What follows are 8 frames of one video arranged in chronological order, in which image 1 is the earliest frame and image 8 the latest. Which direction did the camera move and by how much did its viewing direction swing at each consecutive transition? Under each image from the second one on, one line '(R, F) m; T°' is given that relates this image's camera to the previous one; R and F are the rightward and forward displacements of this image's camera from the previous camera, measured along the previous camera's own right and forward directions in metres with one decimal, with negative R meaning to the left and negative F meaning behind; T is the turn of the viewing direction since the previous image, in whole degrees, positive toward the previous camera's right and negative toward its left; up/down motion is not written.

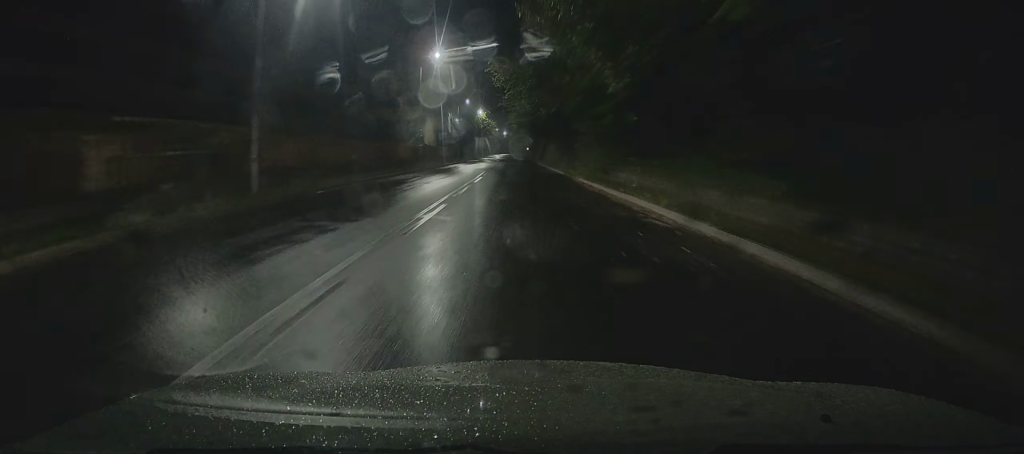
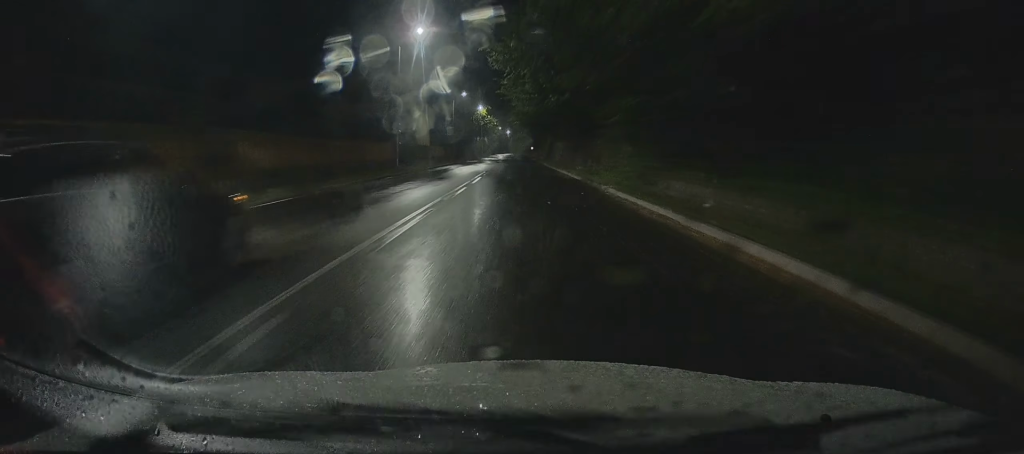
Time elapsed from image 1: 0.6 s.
(+0.2, +10.7) m; 0°
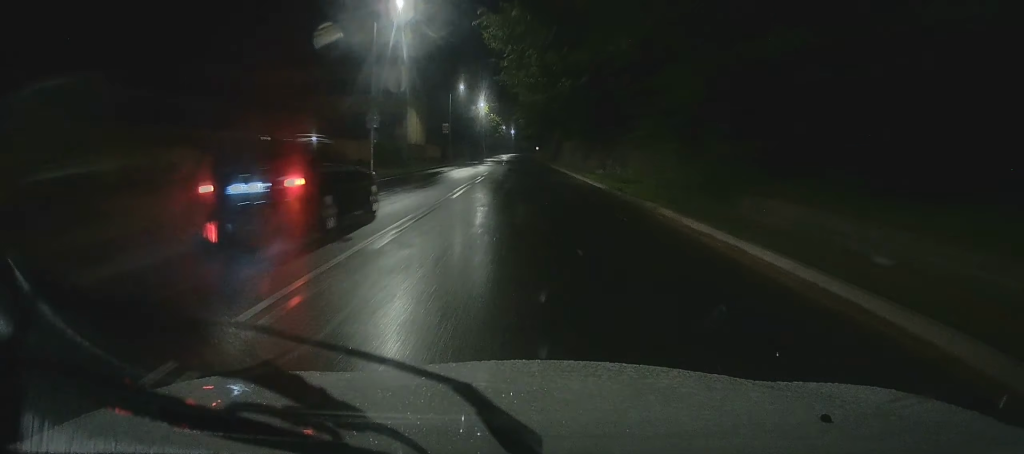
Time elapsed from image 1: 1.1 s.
(-0.1, +8.5) m; -1°
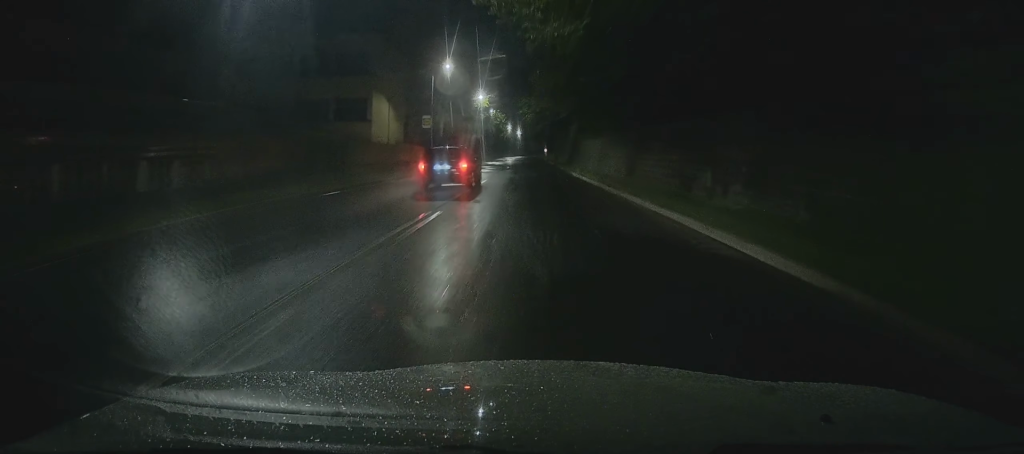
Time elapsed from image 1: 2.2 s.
(-0.2, +18.6) m; -1°
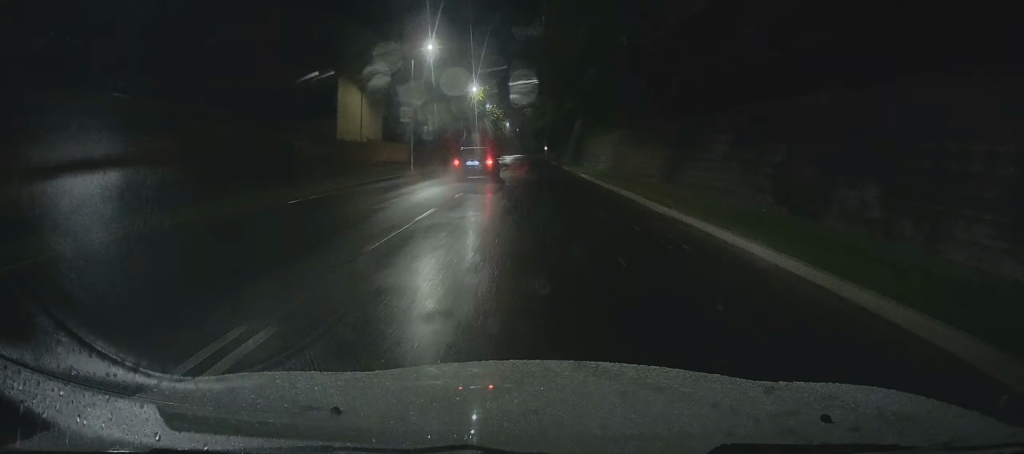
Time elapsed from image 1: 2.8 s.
(0.0, +9.0) m; 0°
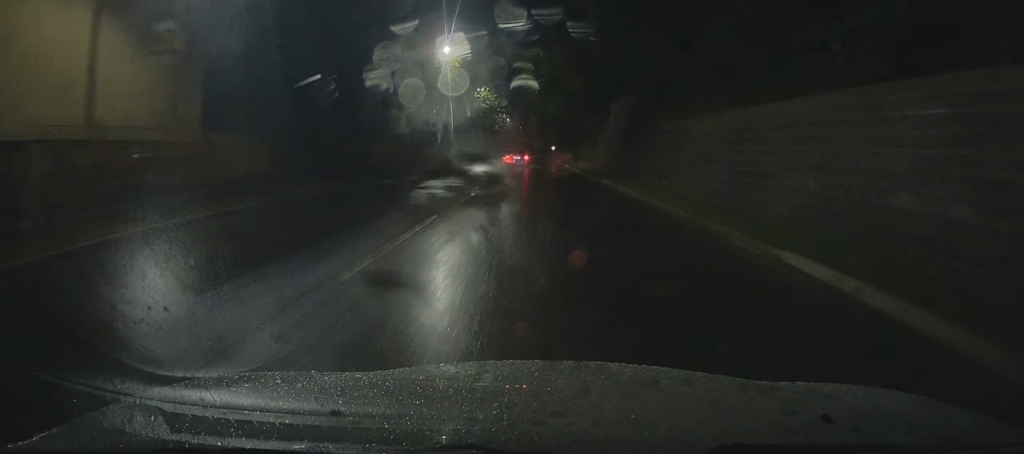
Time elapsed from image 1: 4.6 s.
(-0.4, +30.4) m; 0°
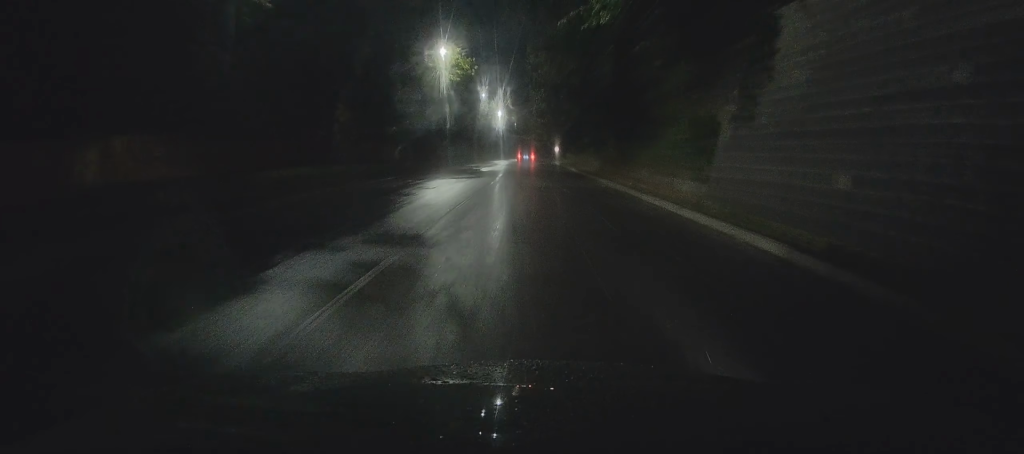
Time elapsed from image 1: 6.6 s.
(+0.8, +32.3) m; +1°
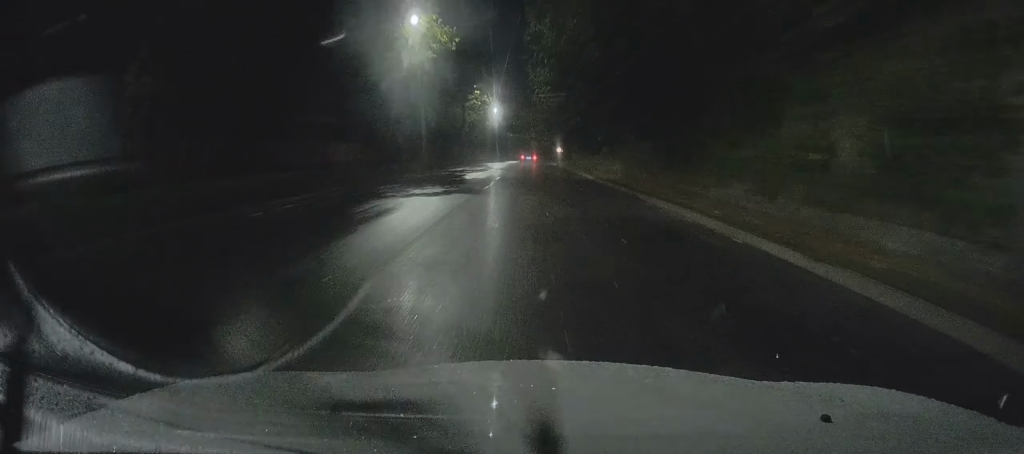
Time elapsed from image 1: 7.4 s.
(-0.1, +12.3) m; +1°
